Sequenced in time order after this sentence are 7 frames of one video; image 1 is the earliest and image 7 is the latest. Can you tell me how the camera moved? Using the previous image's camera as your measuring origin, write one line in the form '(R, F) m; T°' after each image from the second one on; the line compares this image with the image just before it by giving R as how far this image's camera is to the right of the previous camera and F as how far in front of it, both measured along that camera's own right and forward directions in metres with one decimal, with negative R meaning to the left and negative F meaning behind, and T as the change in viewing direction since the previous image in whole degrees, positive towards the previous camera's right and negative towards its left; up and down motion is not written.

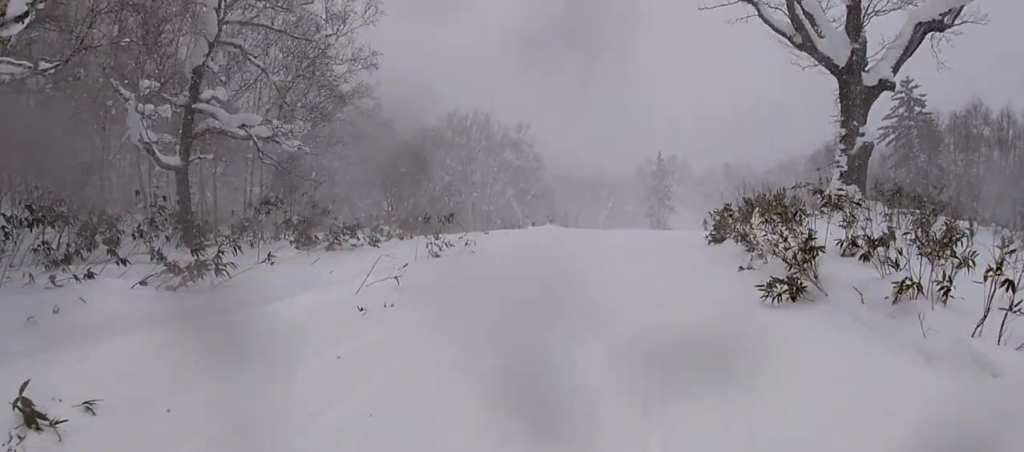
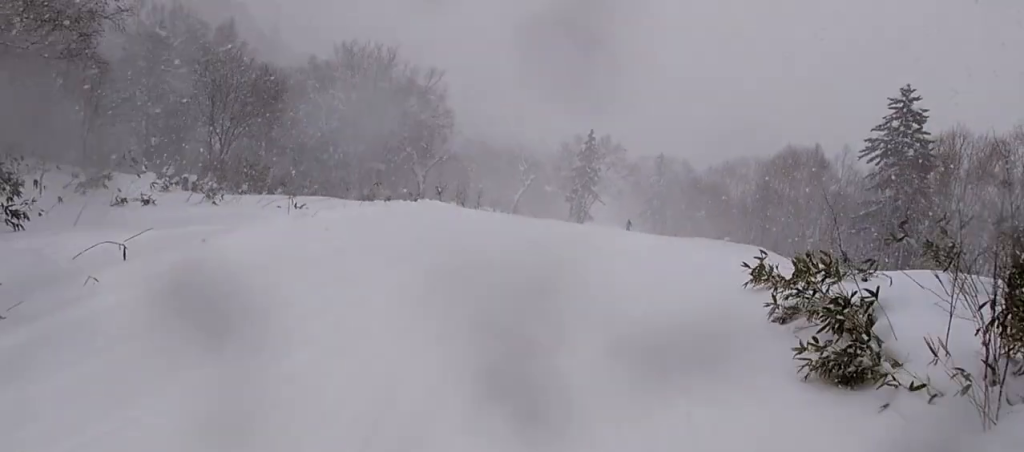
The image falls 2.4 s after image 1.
(0.0, +13.0) m; 0°
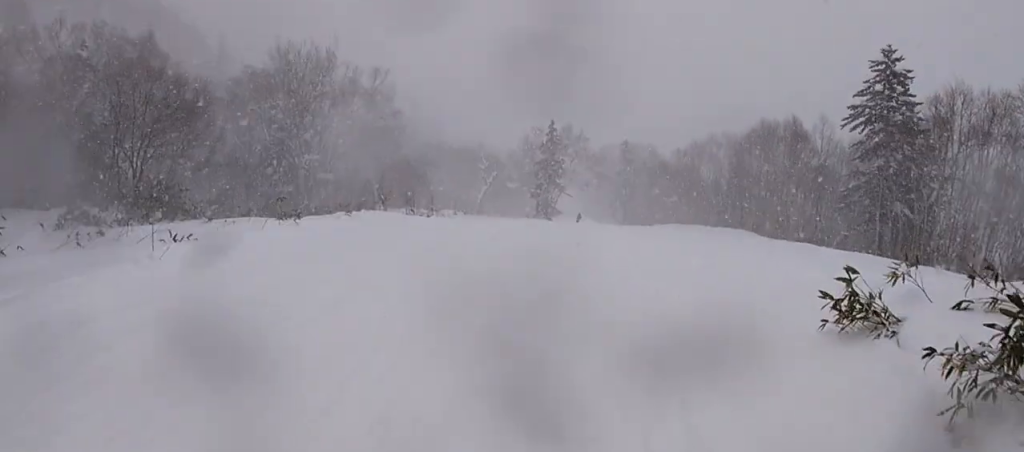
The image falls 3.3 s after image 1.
(0.0, +4.6) m; 0°
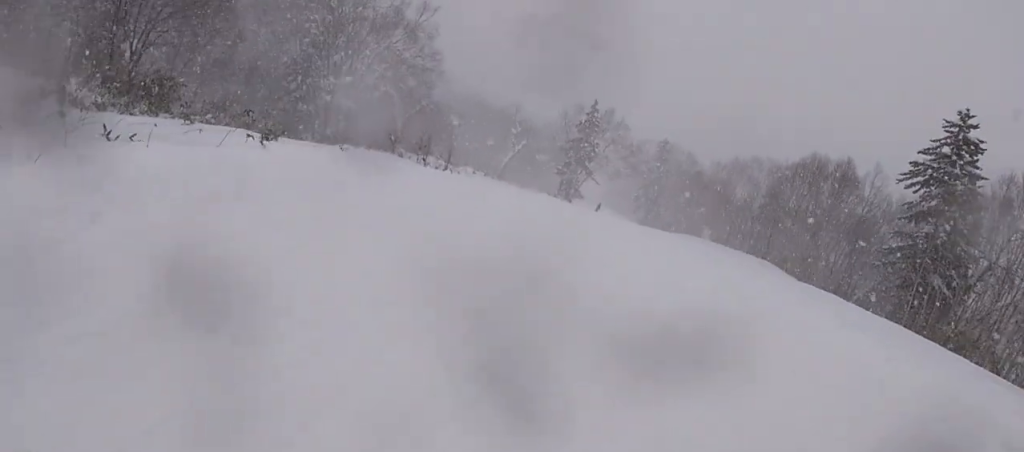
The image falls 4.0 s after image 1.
(0.0, +3.3) m; -2°
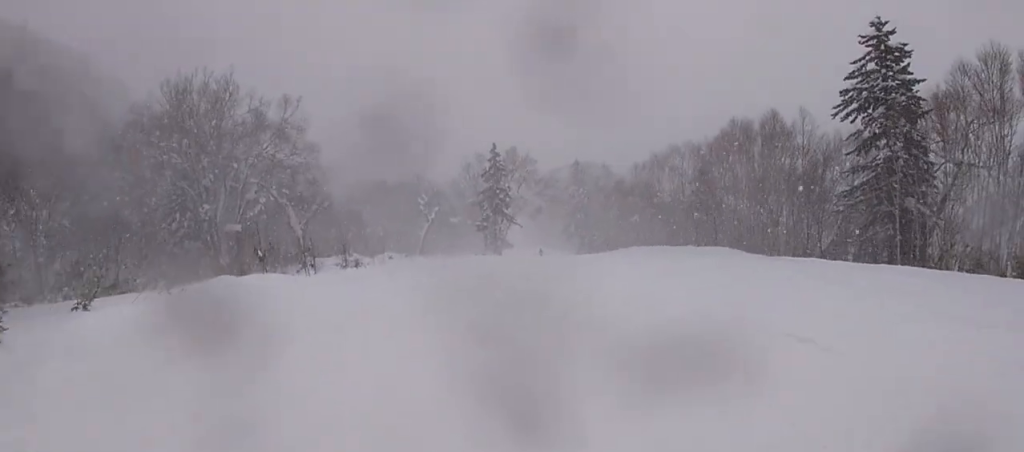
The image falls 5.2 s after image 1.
(-0.4, +5.8) m; +2°
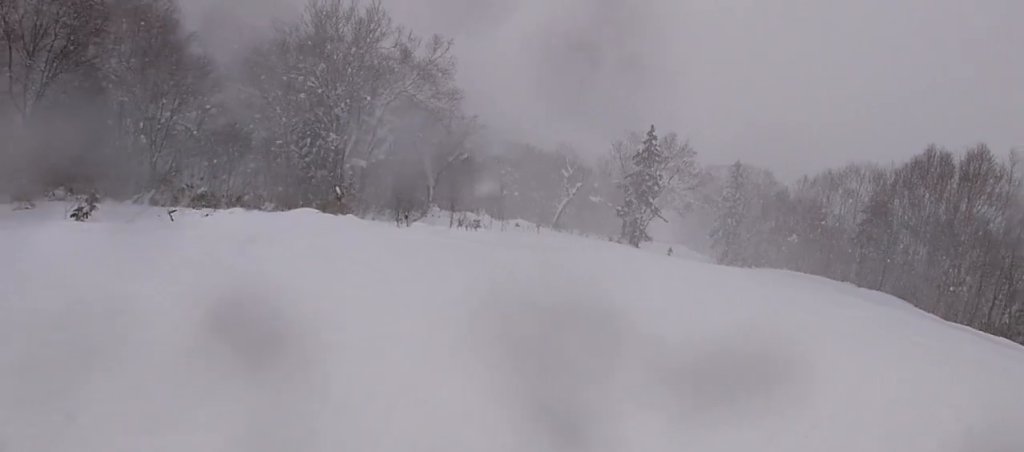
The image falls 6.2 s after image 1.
(+0.7, +4.4) m; +12°
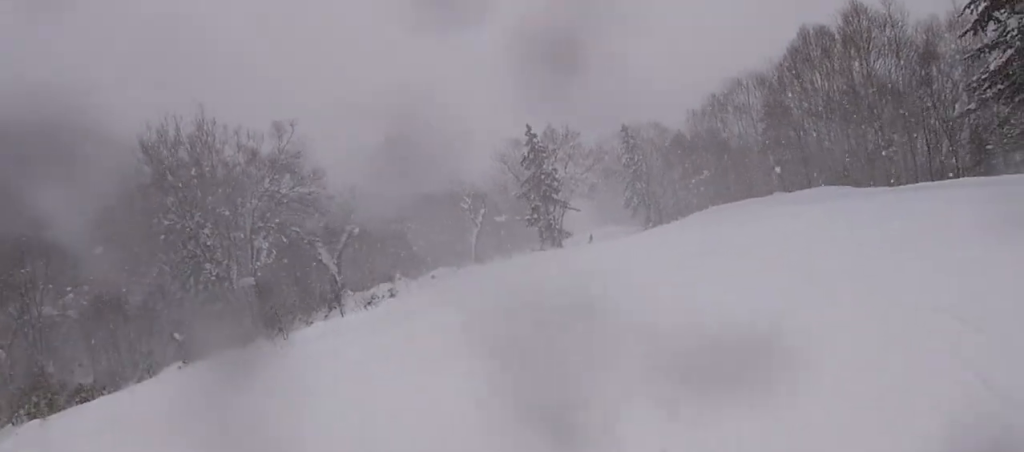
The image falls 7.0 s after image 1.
(+0.4, +3.7) m; -2°
